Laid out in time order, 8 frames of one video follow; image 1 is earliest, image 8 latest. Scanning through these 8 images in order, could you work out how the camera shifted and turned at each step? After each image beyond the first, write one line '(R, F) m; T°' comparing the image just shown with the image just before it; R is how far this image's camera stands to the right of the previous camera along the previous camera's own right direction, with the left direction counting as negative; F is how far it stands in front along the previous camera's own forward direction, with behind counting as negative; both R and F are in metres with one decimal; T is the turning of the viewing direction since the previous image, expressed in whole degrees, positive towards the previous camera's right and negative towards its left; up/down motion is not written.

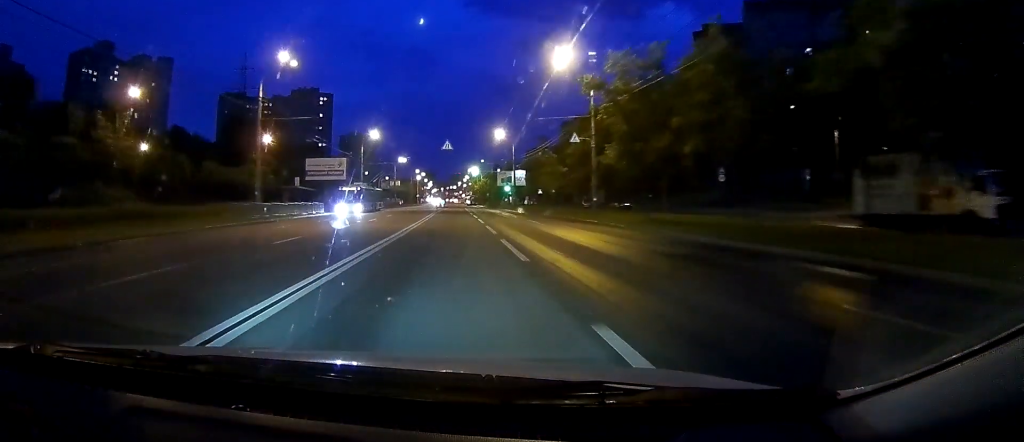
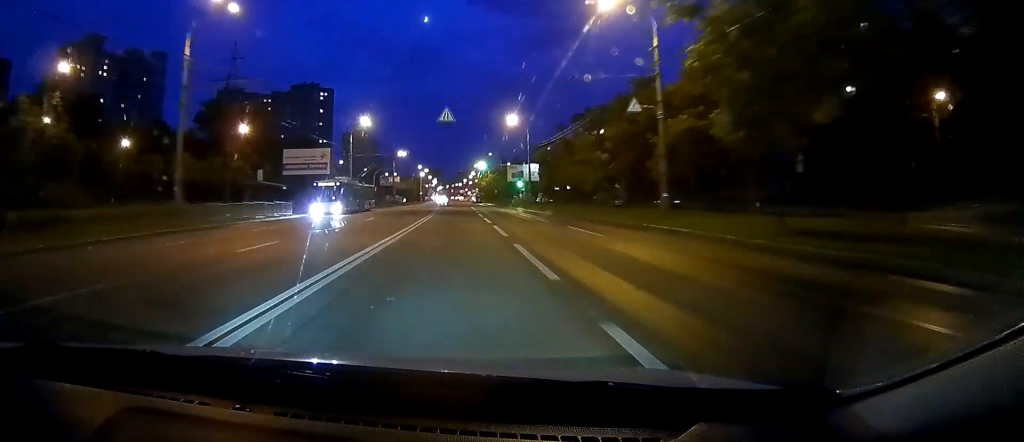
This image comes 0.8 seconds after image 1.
(+0.1, +12.0) m; 0°
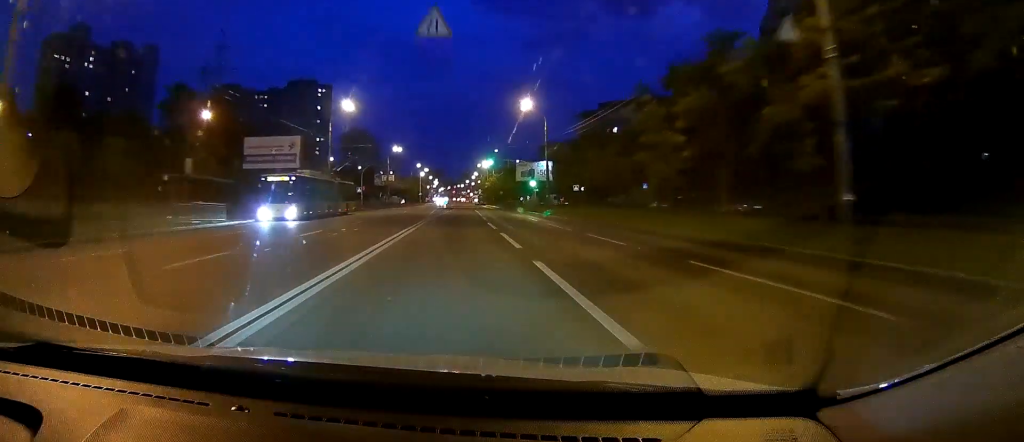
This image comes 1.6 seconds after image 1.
(0.0, +12.8) m; 0°
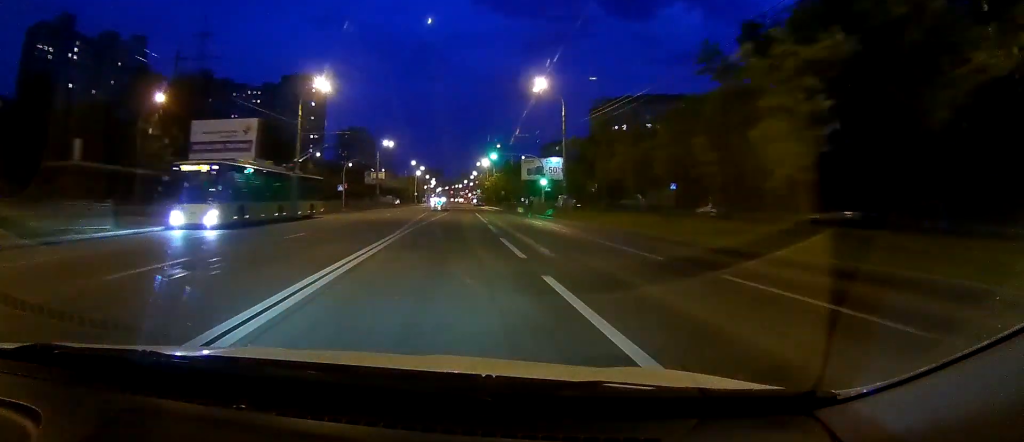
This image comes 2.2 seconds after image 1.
(-0.1, +10.9) m; 0°
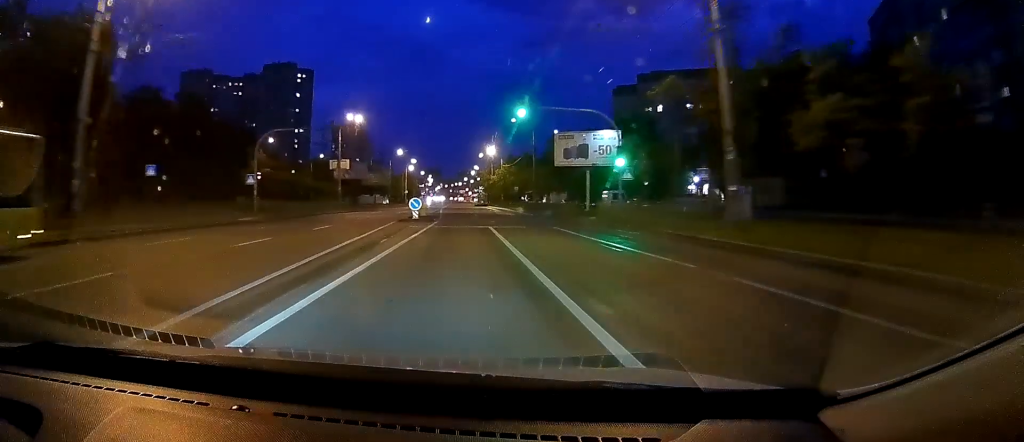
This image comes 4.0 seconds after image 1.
(-0.1, +29.4) m; -1°
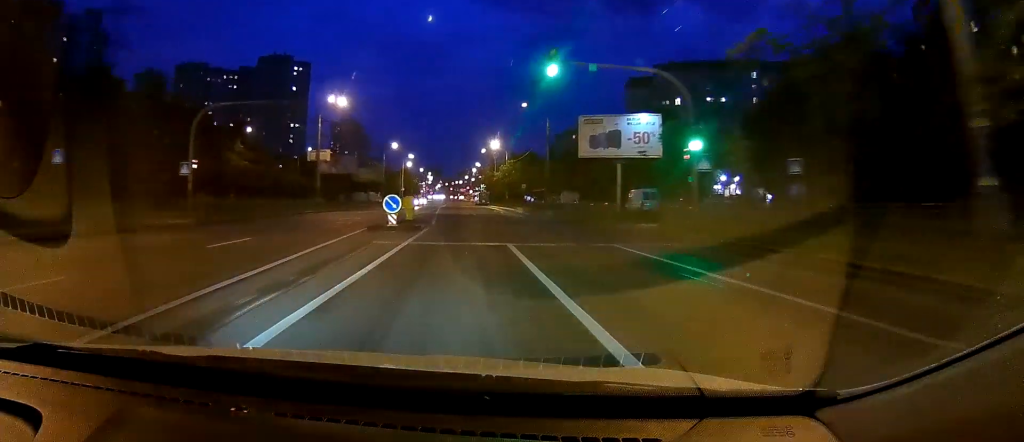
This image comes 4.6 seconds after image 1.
(0.0, +10.1) m; 0°
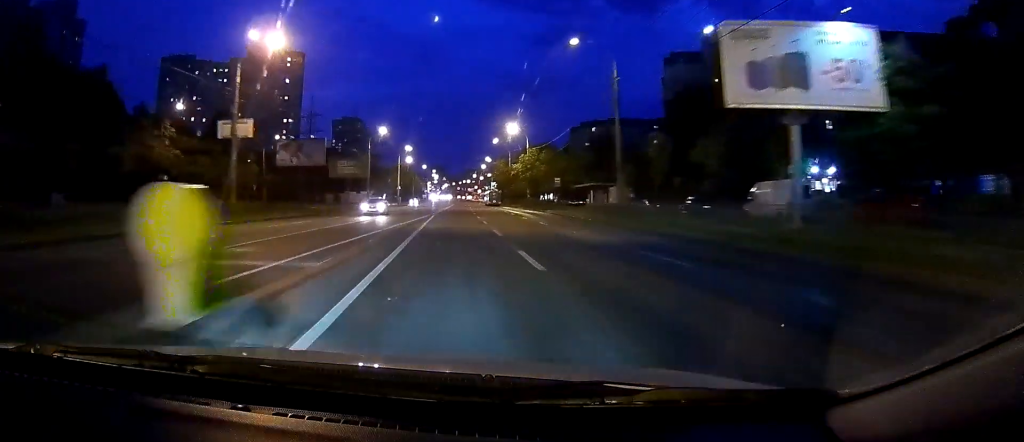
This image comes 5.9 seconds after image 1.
(-0.2, +22.9) m; -1°
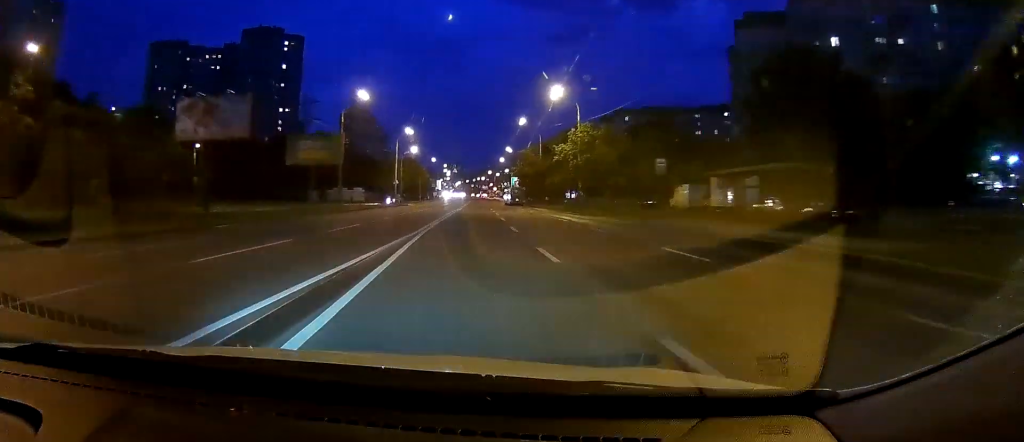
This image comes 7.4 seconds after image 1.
(-0.3, +25.6) m; 0°
